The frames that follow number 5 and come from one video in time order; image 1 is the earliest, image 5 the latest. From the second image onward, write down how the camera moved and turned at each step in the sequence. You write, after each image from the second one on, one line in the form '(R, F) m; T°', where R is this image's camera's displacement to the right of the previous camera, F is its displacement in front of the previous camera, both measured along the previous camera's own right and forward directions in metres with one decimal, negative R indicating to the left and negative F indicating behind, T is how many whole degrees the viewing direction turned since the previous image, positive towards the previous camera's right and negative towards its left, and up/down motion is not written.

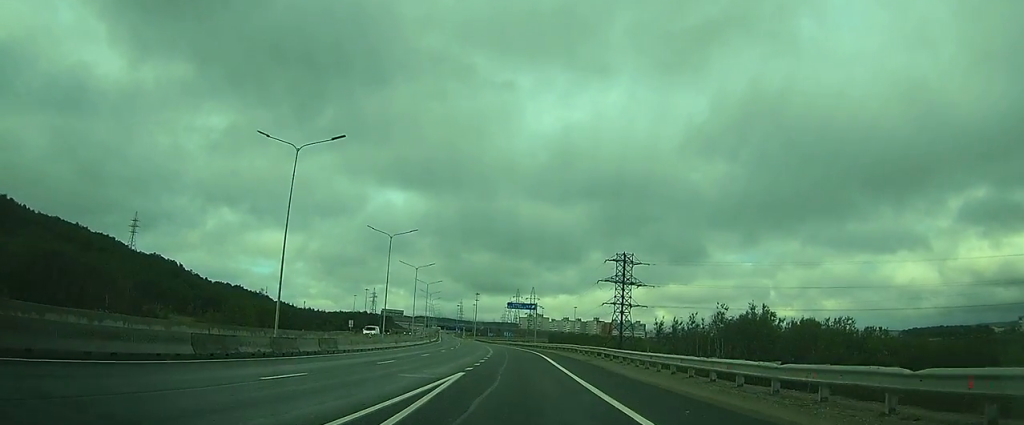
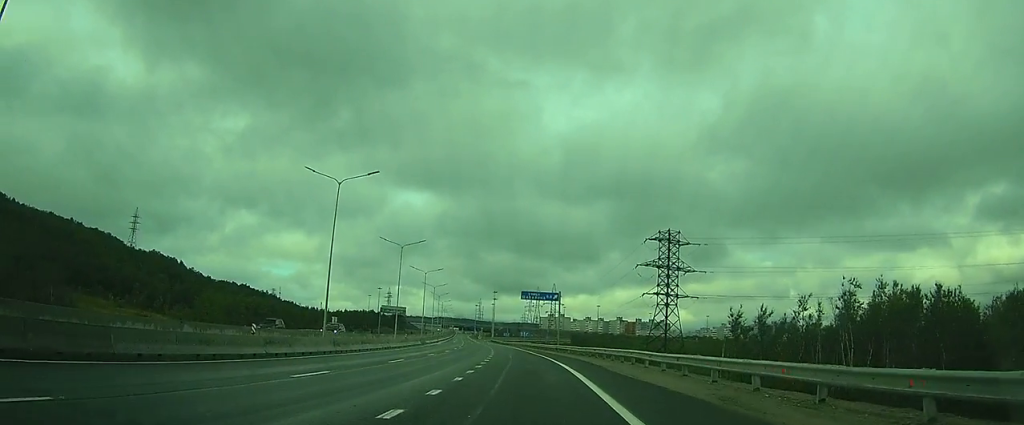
(+0.1, +19.5) m; +1°
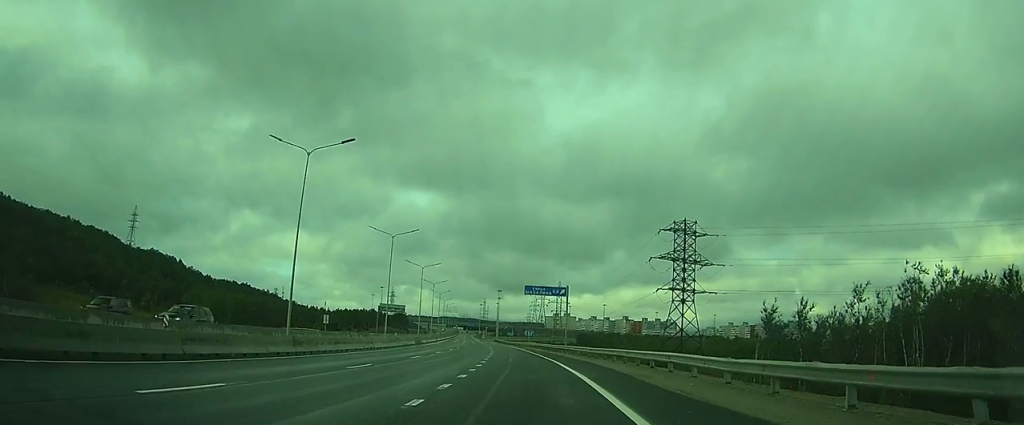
(0.0, +6.3) m; +1°
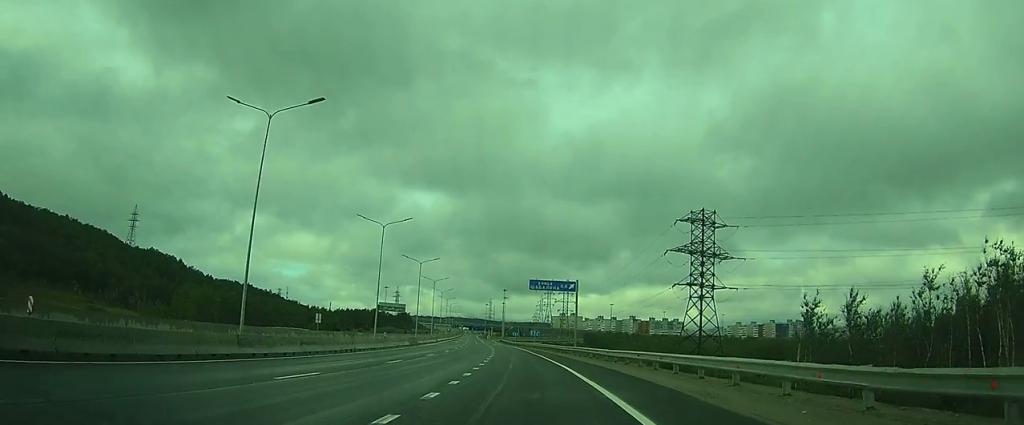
(0.0, +6.3) m; +1°
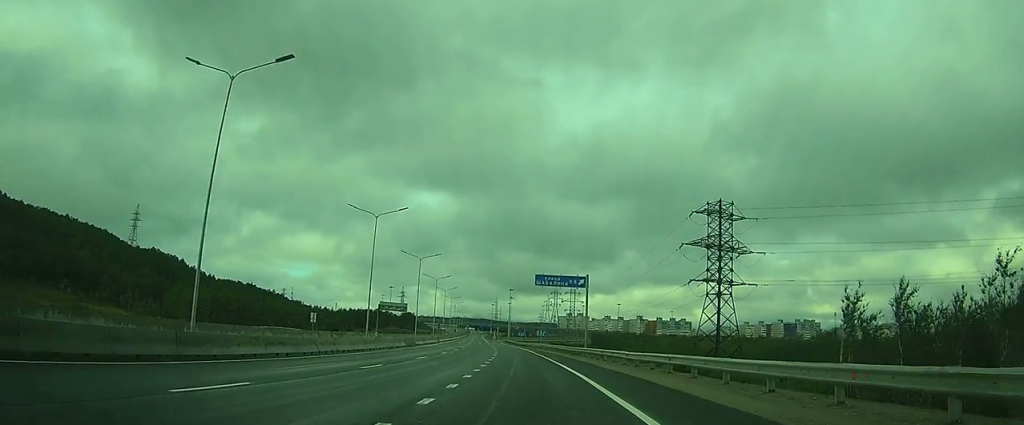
(+0.1, +5.8) m; 0°
